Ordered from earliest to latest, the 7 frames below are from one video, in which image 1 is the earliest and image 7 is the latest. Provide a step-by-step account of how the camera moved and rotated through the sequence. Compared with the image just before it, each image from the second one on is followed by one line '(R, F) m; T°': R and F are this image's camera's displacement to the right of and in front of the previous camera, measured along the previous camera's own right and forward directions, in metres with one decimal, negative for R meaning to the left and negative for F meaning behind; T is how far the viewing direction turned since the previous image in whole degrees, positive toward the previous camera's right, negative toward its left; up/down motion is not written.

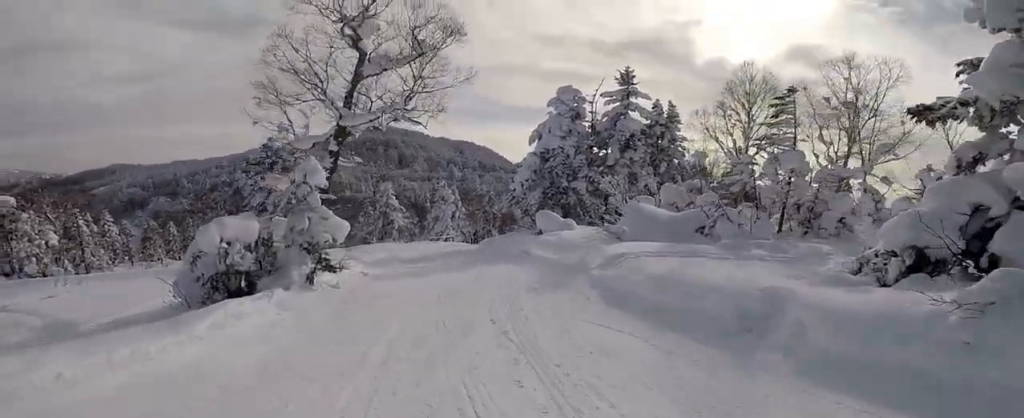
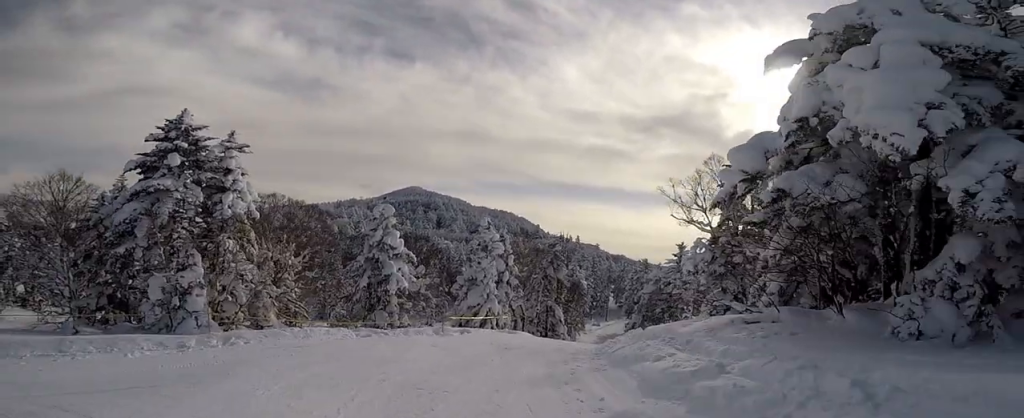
(-4.2, +24.4) m; -1°
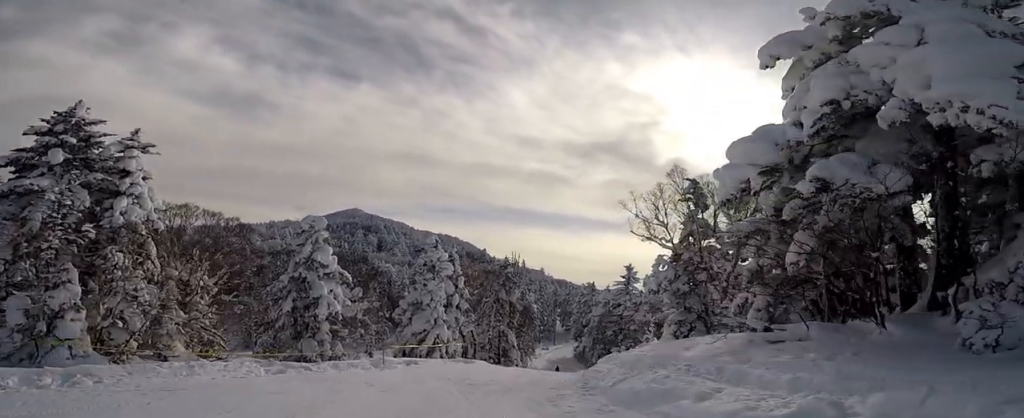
(+0.4, +2.9) m; +5°
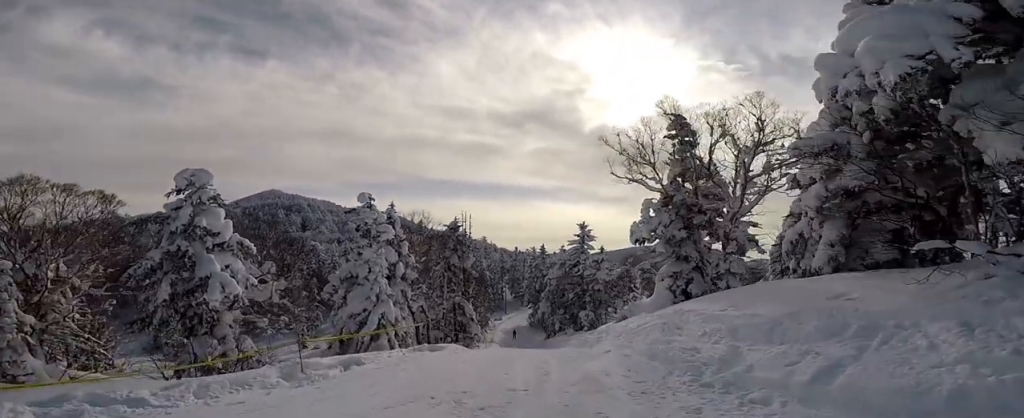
(+0.6, +5.5) m; +10°
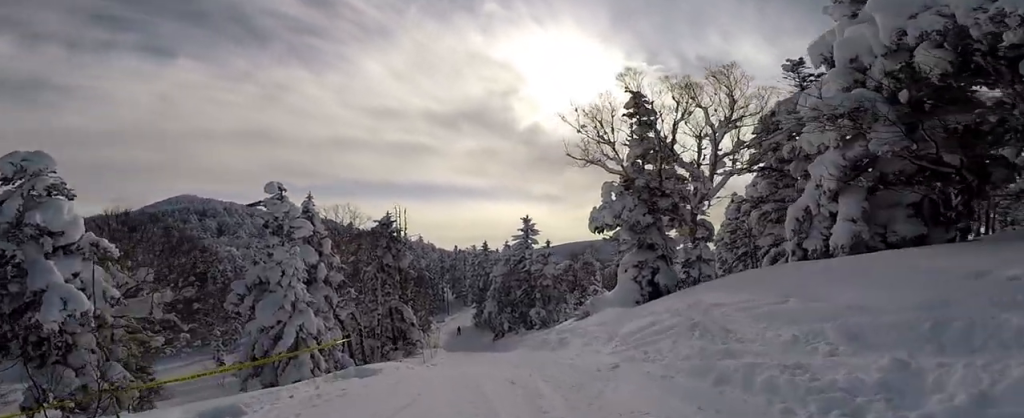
(0.0, +3.3) m; +6°
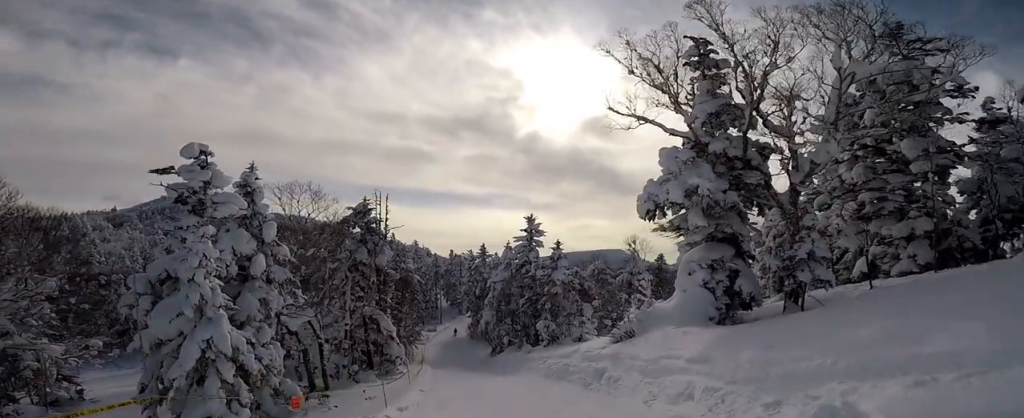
(+1.0, +7.6) m; +1°
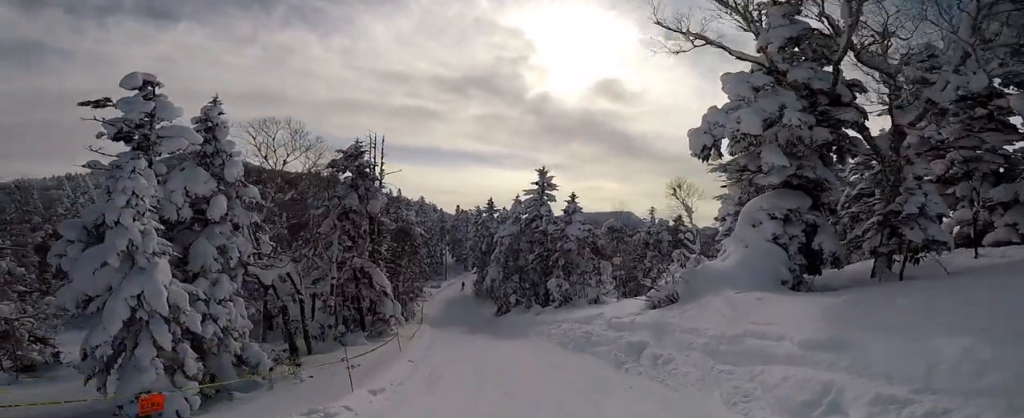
(+0.1, +3.6) m; -1°
